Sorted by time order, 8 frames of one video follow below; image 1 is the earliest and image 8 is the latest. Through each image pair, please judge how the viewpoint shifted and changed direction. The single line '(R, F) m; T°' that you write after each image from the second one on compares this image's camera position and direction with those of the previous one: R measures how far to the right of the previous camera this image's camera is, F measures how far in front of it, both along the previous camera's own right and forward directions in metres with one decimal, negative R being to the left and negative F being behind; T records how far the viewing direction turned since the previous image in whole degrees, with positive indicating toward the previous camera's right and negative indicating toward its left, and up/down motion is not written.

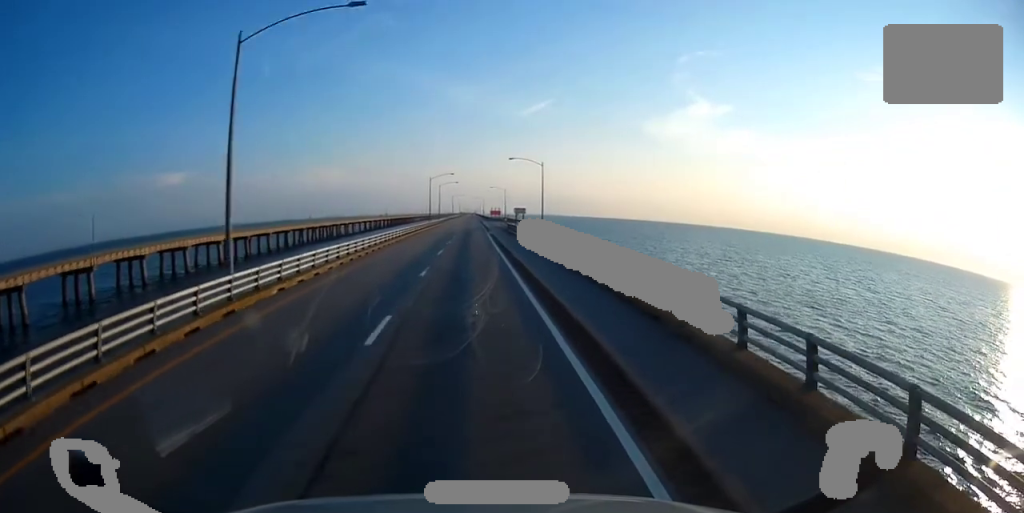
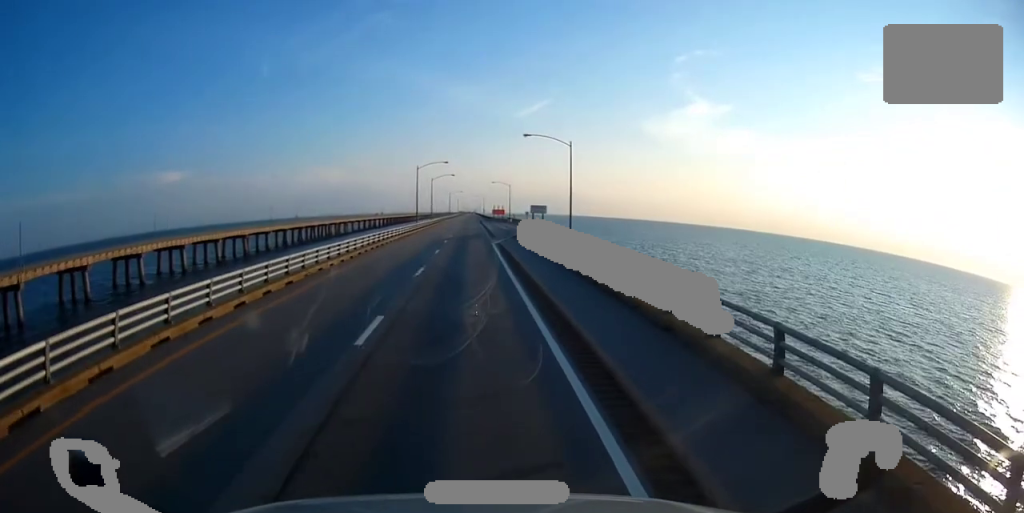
(+0.1, +24.1) m; 0°
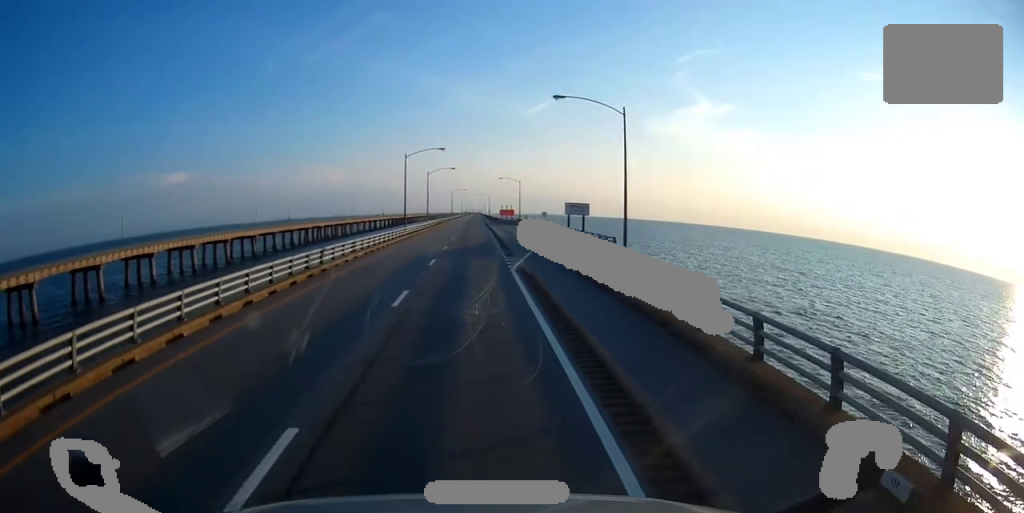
(-0.1, +19.1) m; -1°
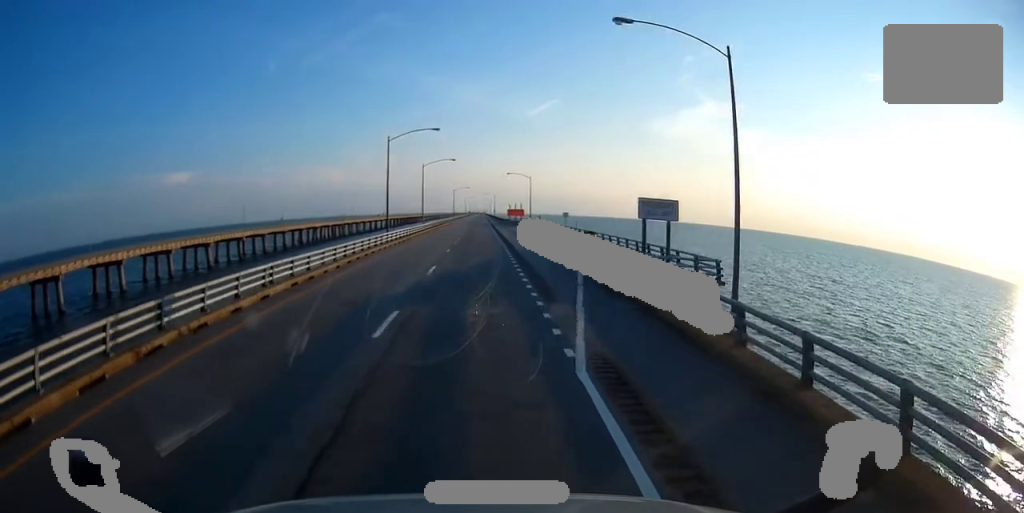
(-0.1, +16.1) m; -1°
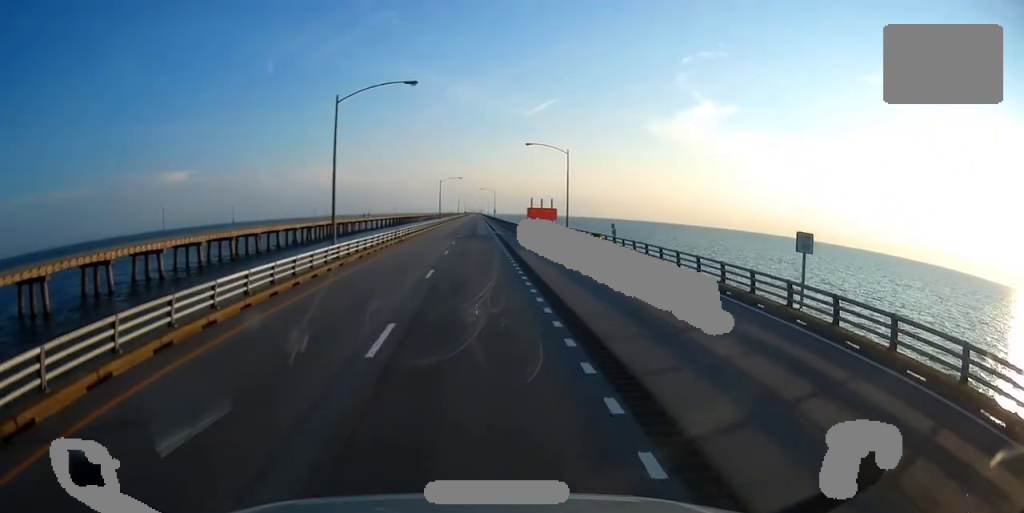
(-0.3, +49.0) m; +1°
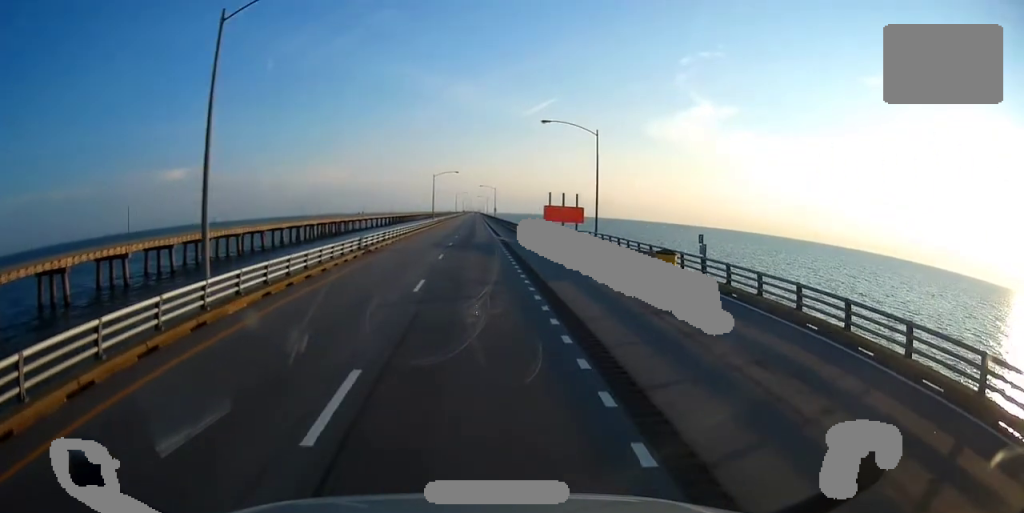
(+0.2, +15.9) m; 0°
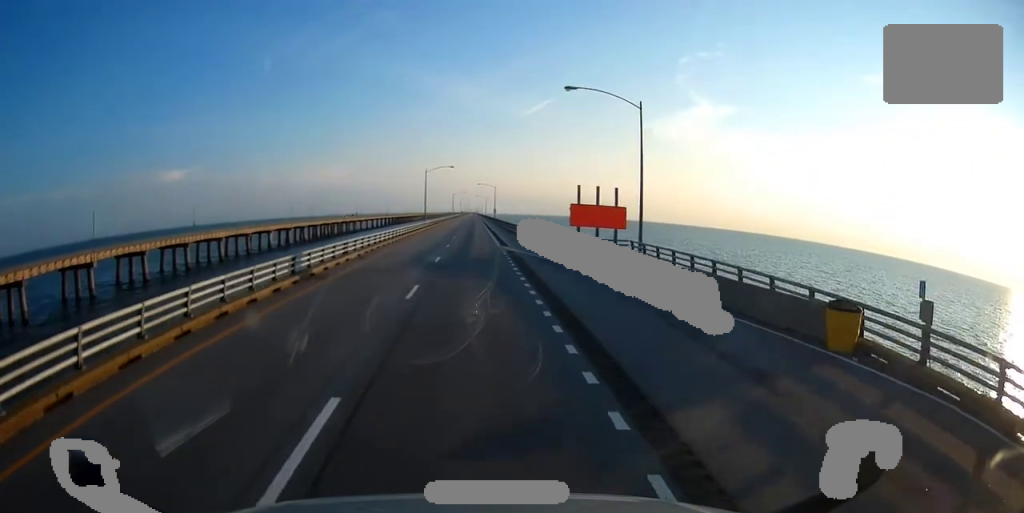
(0.0, +12.9) m; 0°
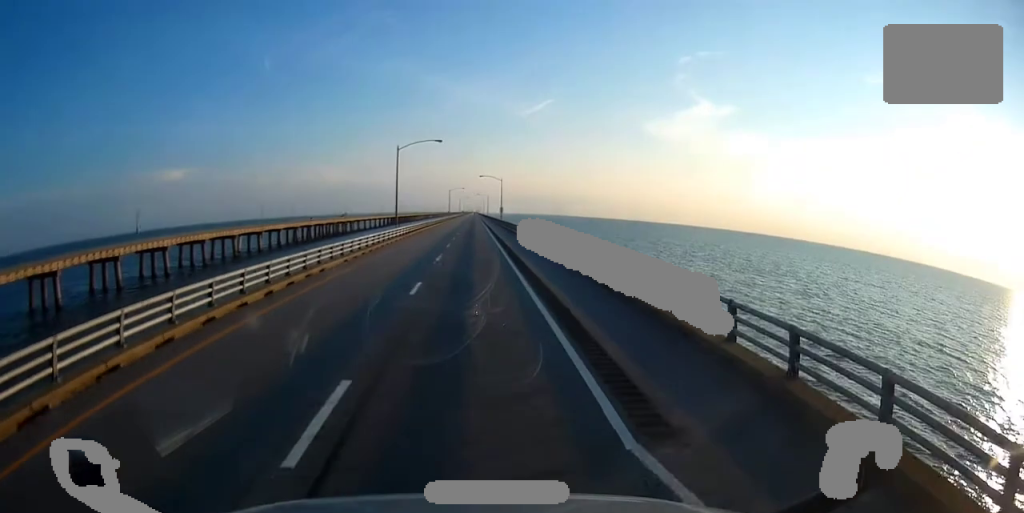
(-0.4, +34.9) m; 0°
